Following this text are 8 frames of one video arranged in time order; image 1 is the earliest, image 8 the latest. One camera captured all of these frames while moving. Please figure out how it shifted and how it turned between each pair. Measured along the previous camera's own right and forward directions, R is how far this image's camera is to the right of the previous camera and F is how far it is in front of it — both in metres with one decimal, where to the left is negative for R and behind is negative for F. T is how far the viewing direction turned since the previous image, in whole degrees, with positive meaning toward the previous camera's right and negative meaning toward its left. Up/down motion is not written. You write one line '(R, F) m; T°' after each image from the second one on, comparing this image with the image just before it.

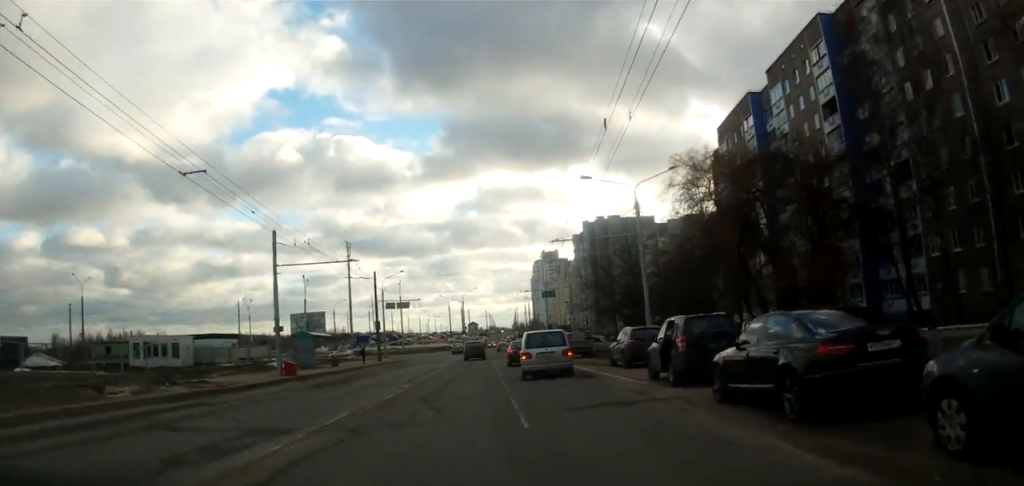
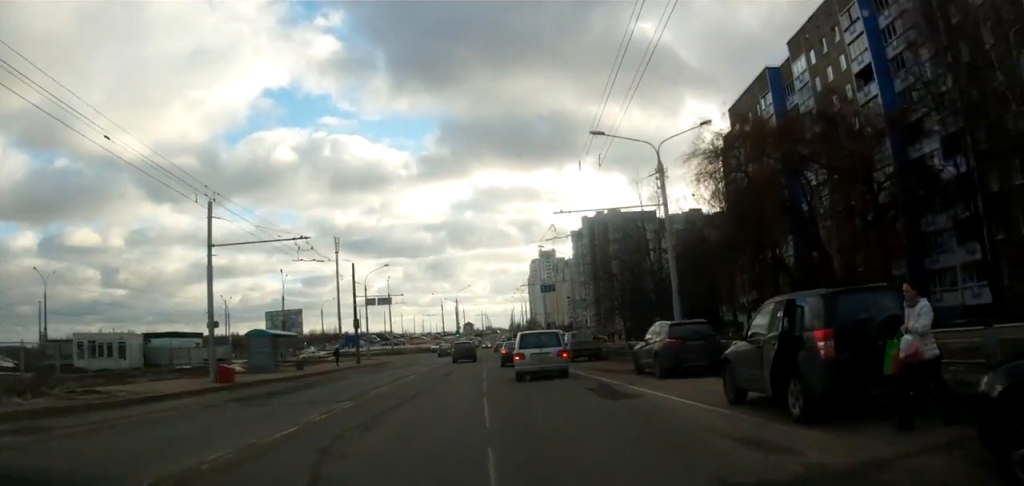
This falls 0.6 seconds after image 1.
(+0.2, +7.3) m; 0°
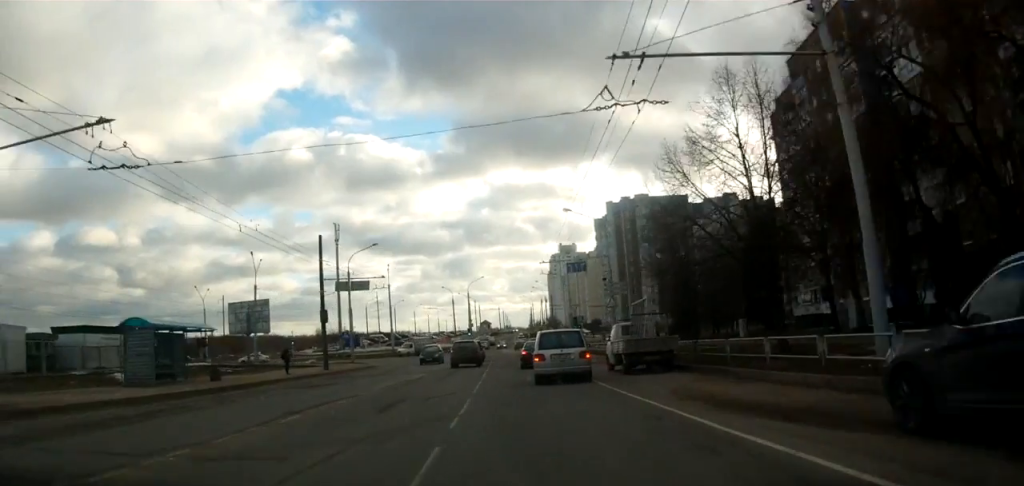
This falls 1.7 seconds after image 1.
(-0.1, +15.1) m; -1°
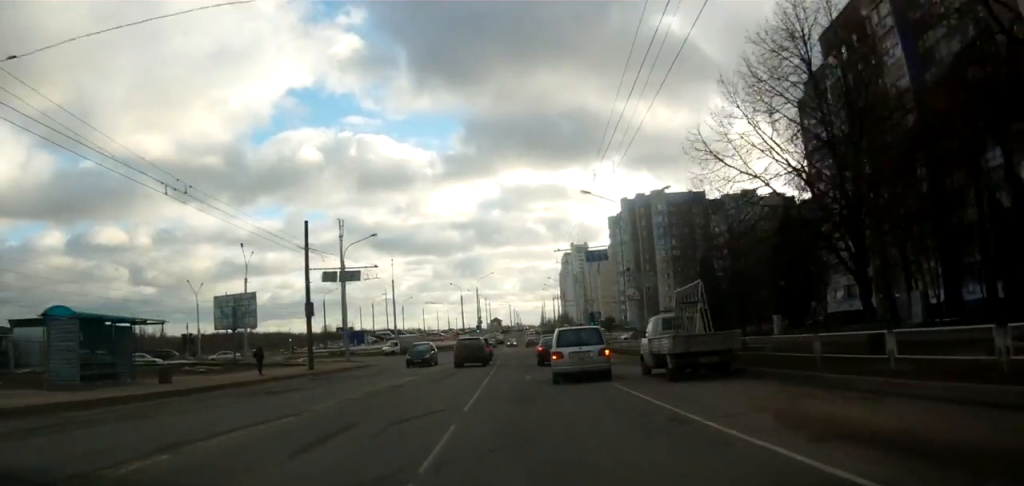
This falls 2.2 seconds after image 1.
(0.0, +5.7) m; 0°
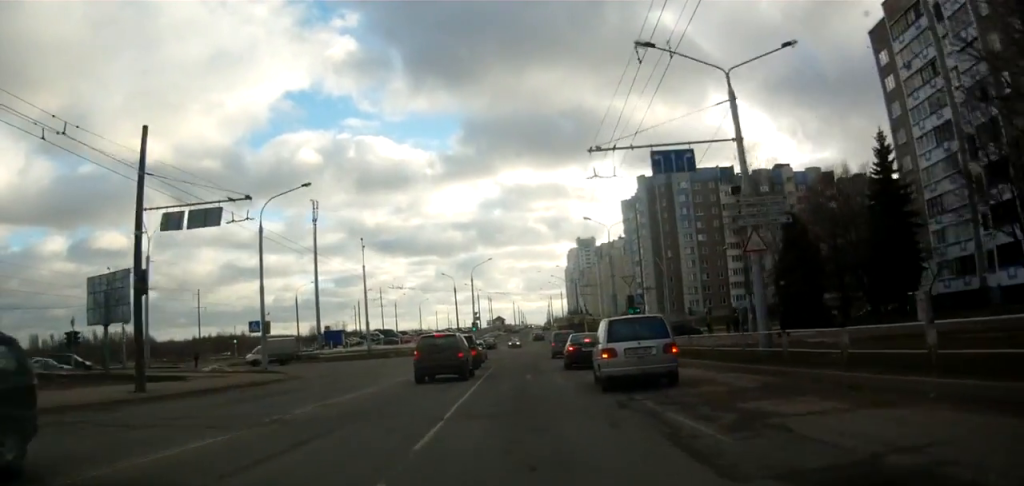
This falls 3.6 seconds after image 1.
(0.0, +19.5) m; -1°
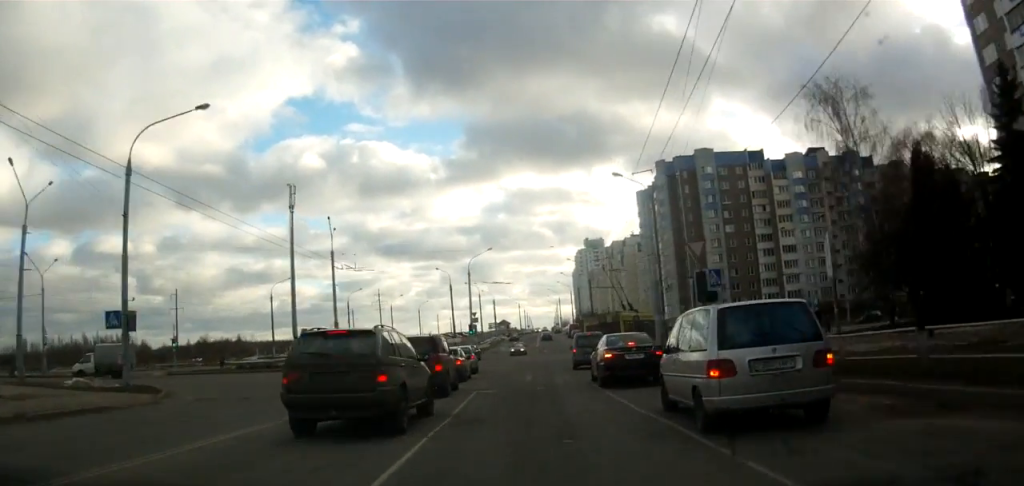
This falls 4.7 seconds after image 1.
(-0.3, +14.1) m; -1°
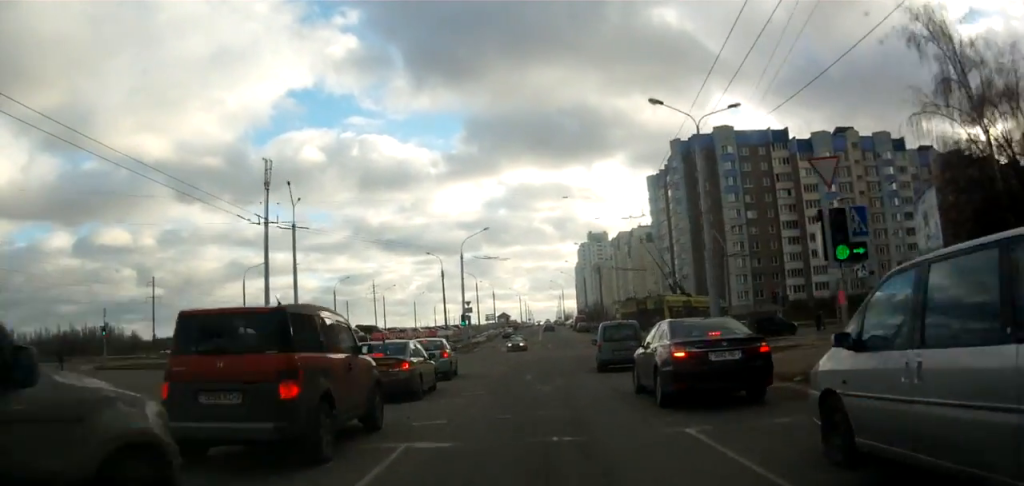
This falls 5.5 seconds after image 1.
(+0.1, +11.0) m; 0°
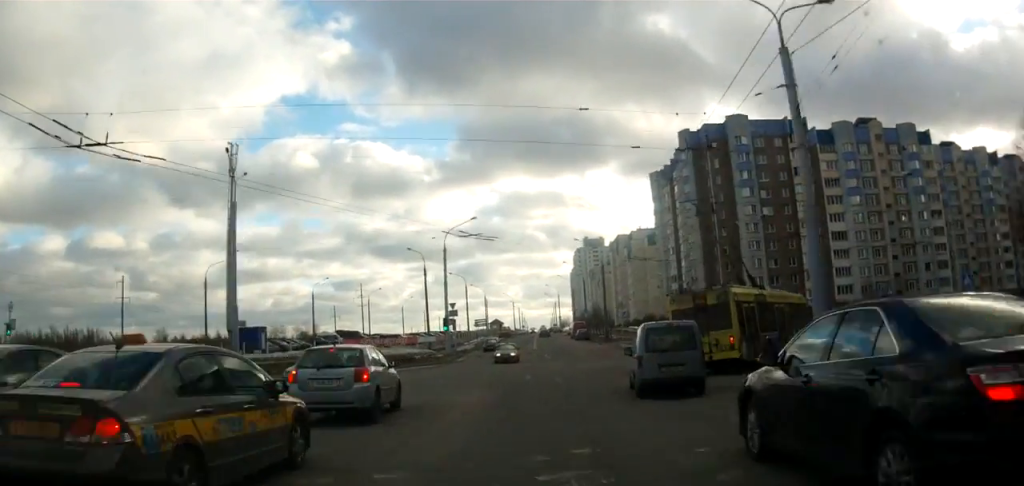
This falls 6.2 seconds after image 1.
(+0.1, +10.6) m; 0°
